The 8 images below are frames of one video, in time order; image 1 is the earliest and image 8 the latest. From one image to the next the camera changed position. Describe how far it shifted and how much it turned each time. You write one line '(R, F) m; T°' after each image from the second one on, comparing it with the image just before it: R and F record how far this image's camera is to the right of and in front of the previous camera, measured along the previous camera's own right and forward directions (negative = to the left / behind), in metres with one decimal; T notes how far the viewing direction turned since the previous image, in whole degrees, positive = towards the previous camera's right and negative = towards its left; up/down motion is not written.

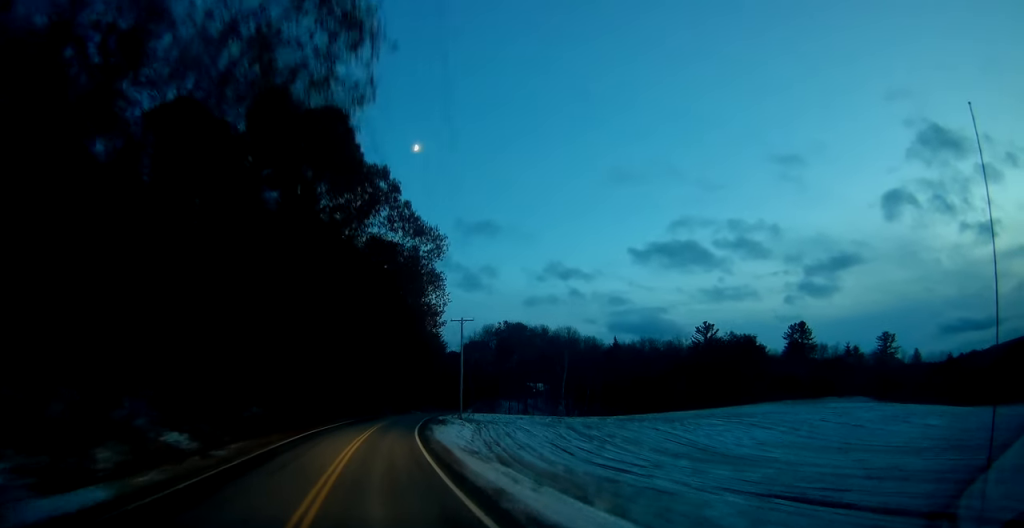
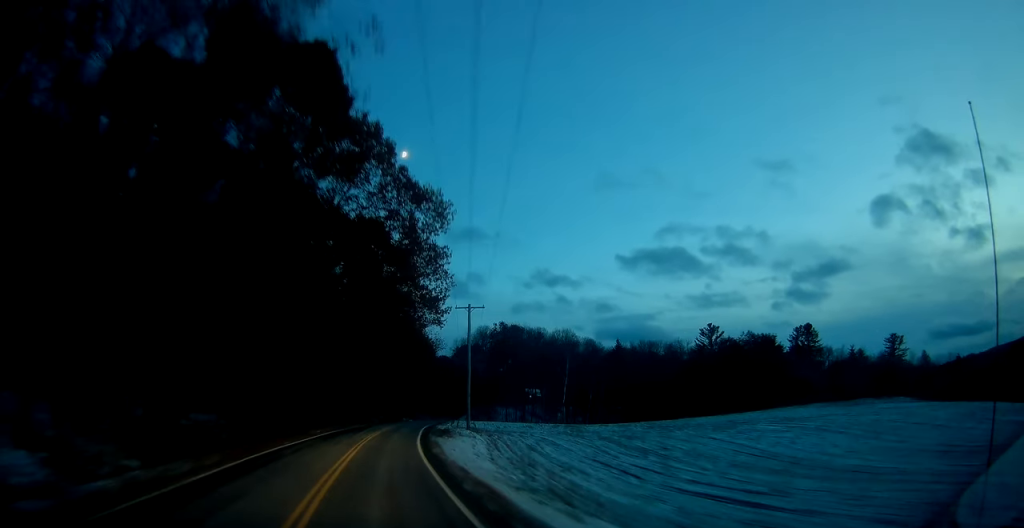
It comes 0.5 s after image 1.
(+0.2, +11.2) m; +1°
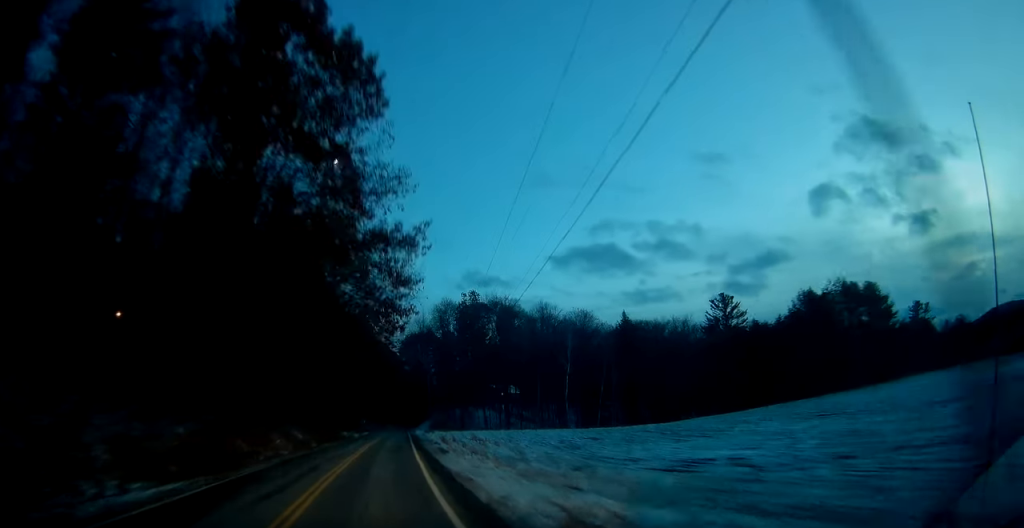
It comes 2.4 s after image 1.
(+2.3, +44.7) m; +6°
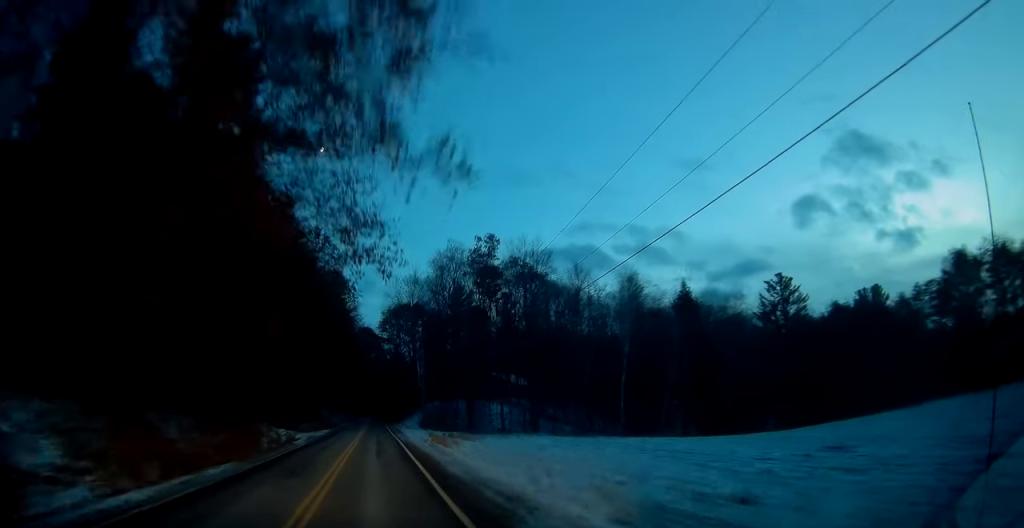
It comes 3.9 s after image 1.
(+1.0, +33.6) m; +3°
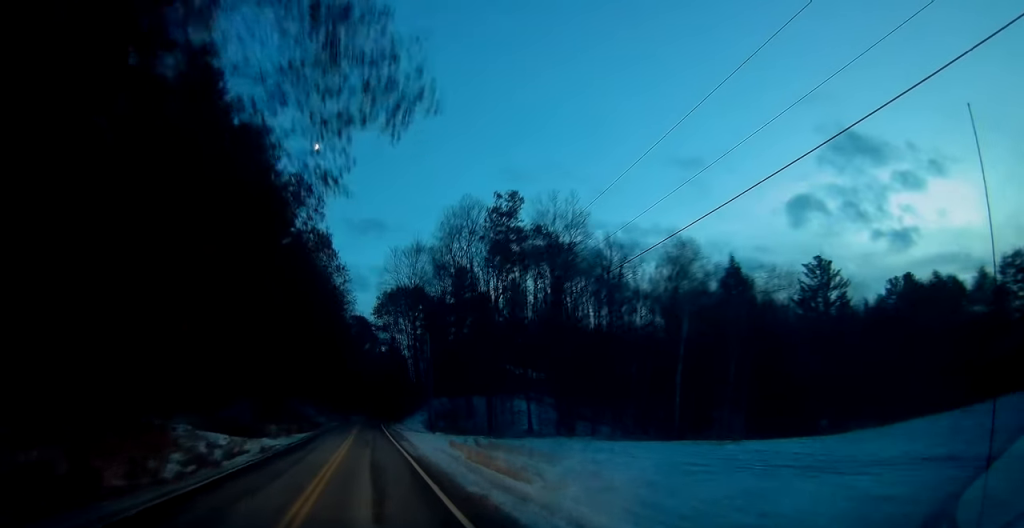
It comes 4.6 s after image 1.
(+0.2, +15.5) m; +1°
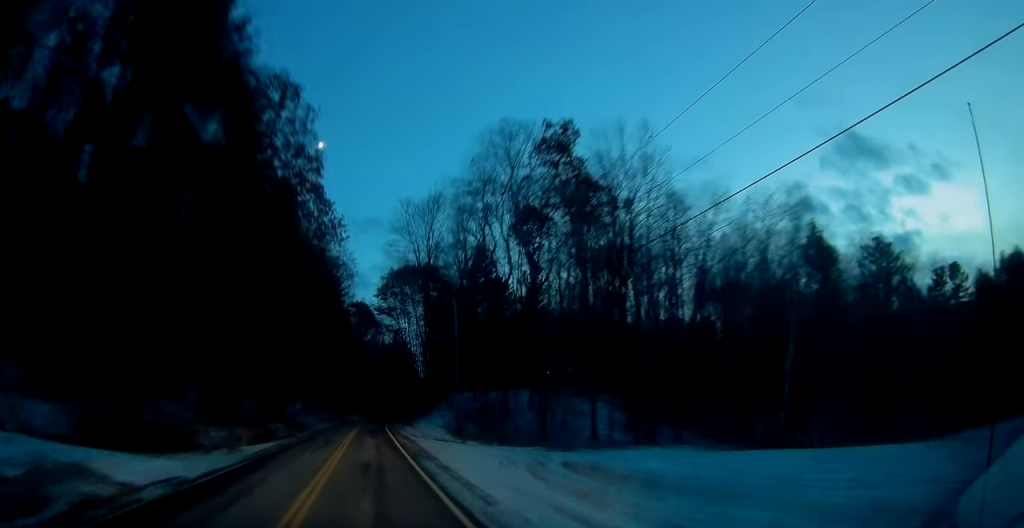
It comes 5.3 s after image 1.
(+0.1, +17.0) m; 0°
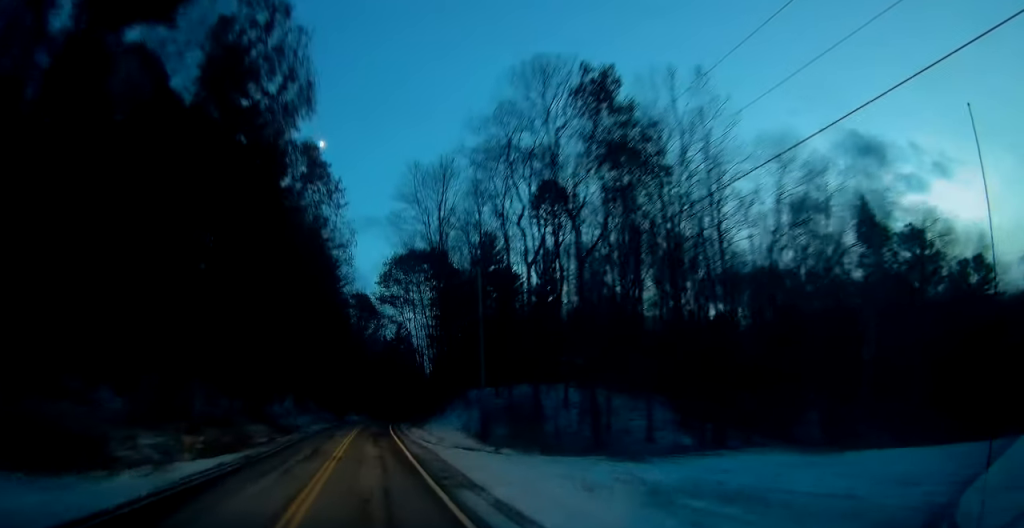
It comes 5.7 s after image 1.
(0.0, +8.9) m; 0°
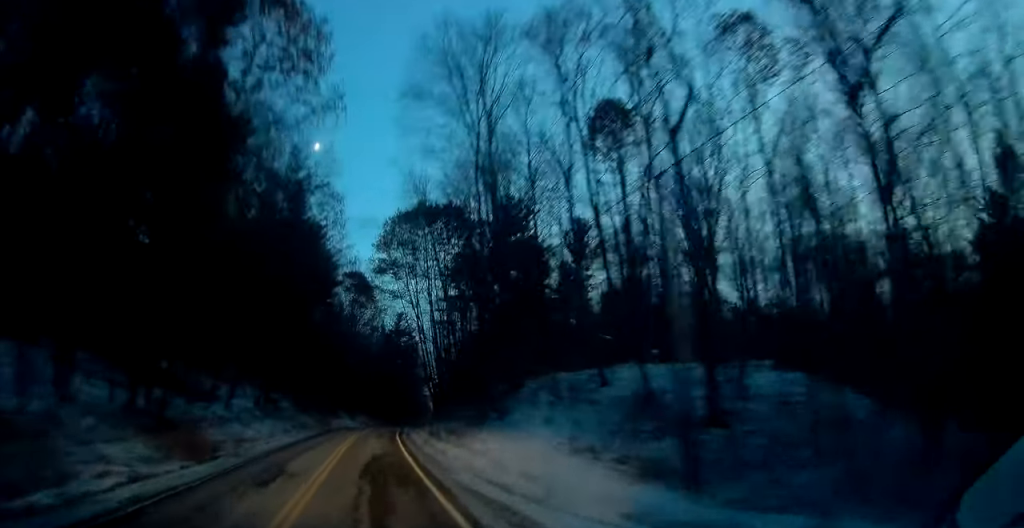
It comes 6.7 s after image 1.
(0.0, +21.6) m; 0°
